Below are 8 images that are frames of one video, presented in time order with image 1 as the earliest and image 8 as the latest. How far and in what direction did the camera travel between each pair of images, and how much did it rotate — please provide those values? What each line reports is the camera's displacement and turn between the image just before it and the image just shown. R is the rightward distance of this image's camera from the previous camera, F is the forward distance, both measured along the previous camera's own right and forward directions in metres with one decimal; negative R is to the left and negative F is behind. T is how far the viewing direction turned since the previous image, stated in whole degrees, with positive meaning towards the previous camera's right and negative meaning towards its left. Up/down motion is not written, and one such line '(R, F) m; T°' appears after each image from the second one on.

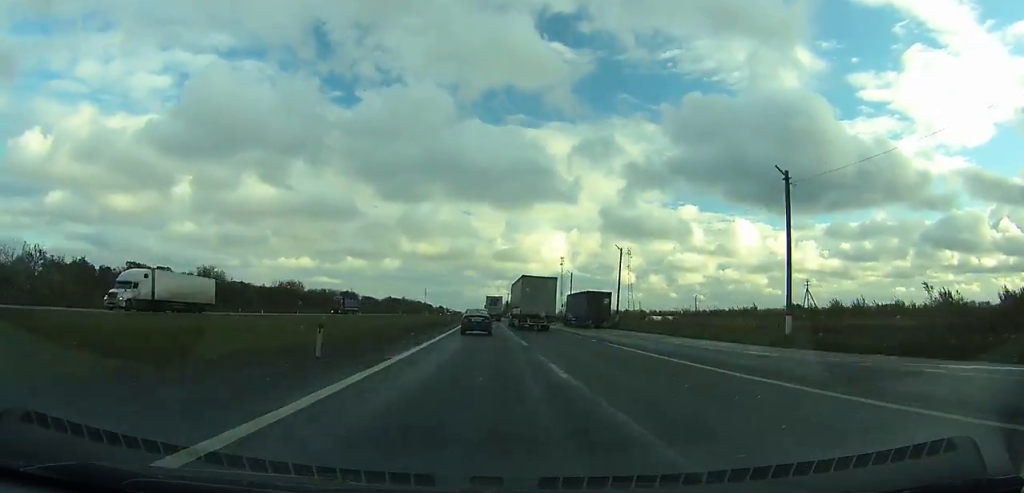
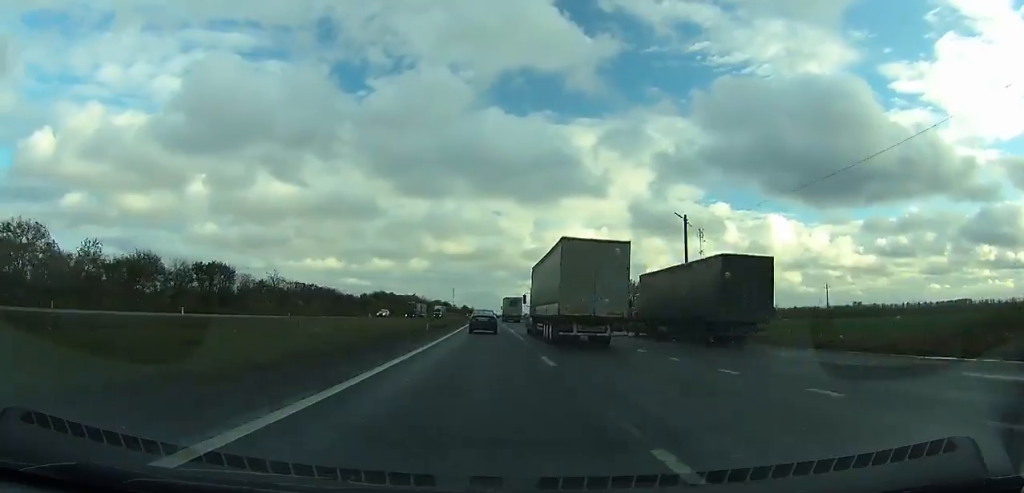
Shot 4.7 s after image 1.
(-2.6, +129.3) m; -3°
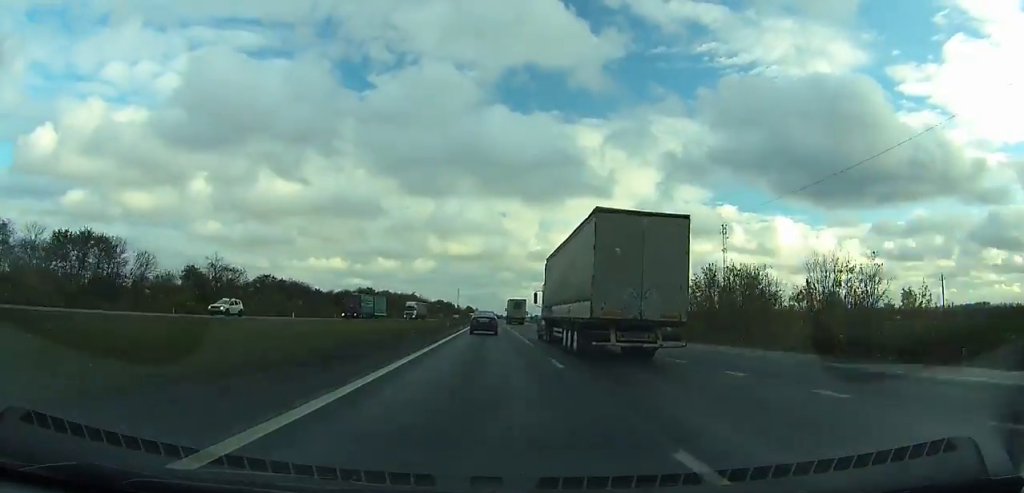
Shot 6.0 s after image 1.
(-0.5, +36.2) m; -1°
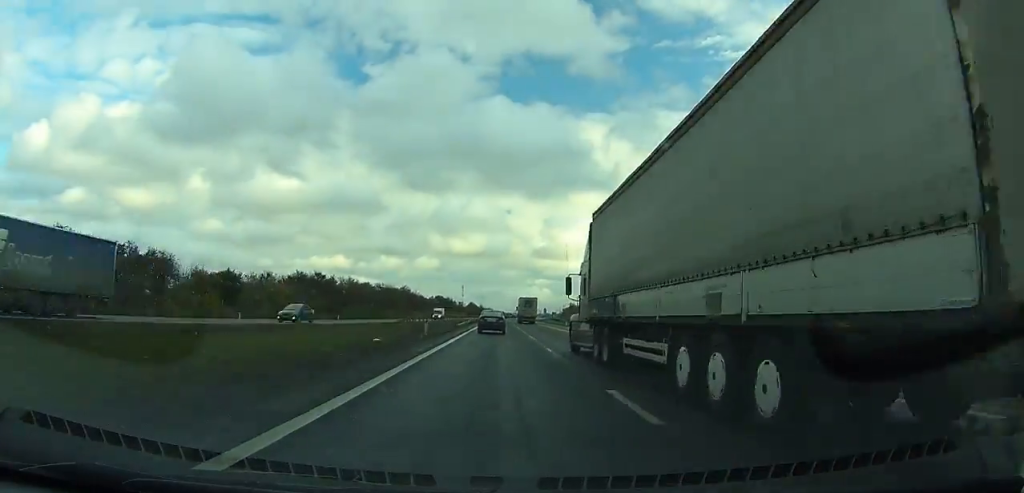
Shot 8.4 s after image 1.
(-0.6, +67.2) m; -1°
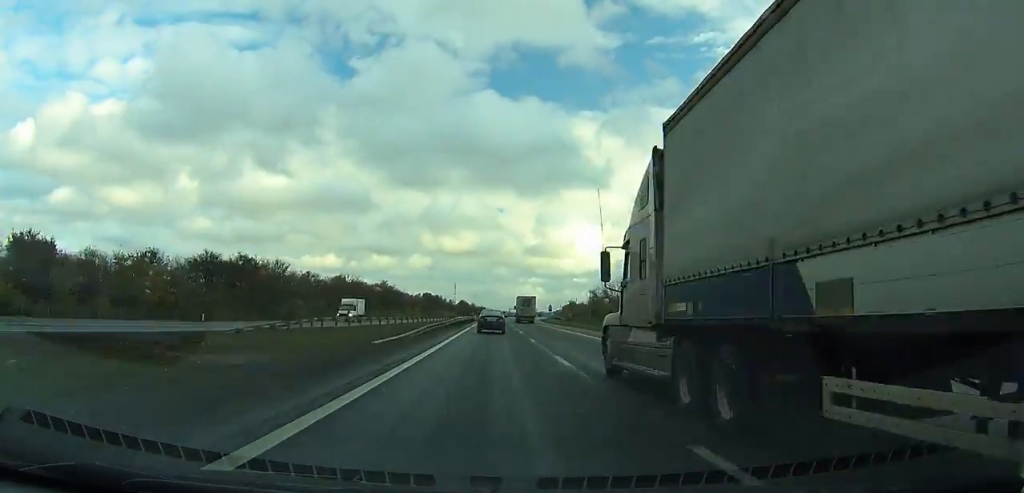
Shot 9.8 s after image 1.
(-0.3, +39.6) m; 0°
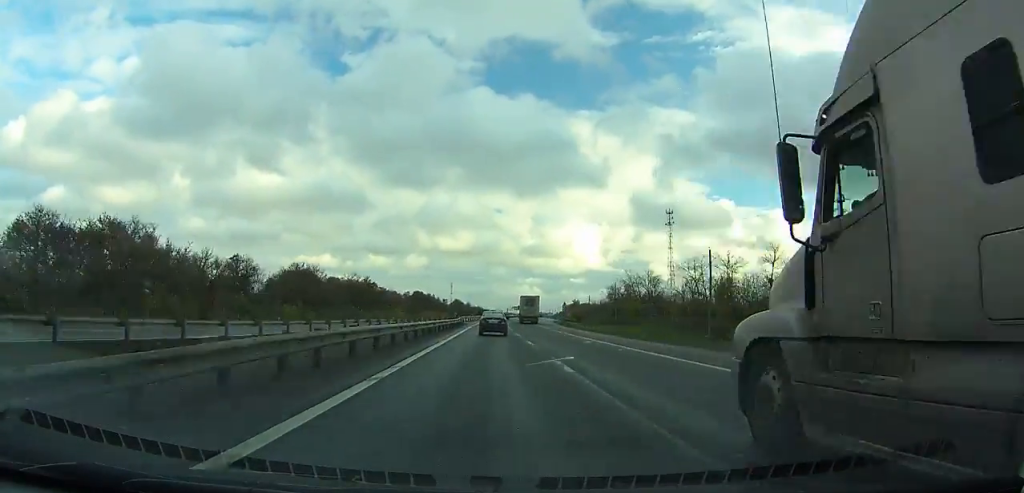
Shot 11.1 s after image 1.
(-0.1, +37.0) m; 0°
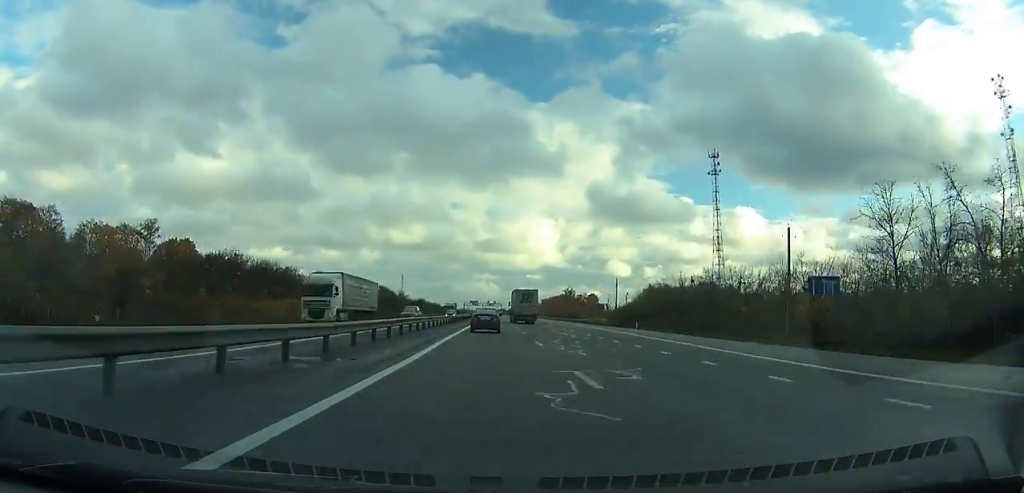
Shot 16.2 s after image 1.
(+2.7, +147.6) m; +3°
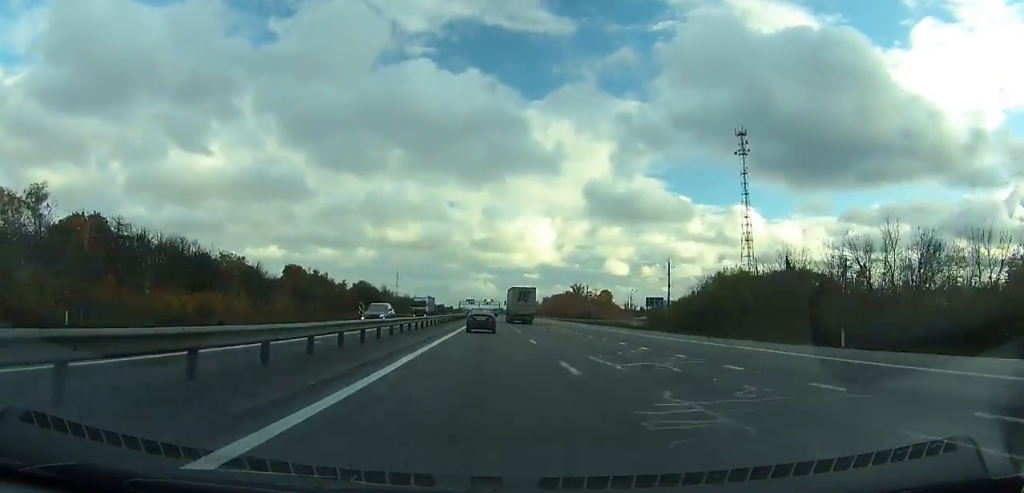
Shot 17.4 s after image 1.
(+0.4, +35.2) m; +1°
